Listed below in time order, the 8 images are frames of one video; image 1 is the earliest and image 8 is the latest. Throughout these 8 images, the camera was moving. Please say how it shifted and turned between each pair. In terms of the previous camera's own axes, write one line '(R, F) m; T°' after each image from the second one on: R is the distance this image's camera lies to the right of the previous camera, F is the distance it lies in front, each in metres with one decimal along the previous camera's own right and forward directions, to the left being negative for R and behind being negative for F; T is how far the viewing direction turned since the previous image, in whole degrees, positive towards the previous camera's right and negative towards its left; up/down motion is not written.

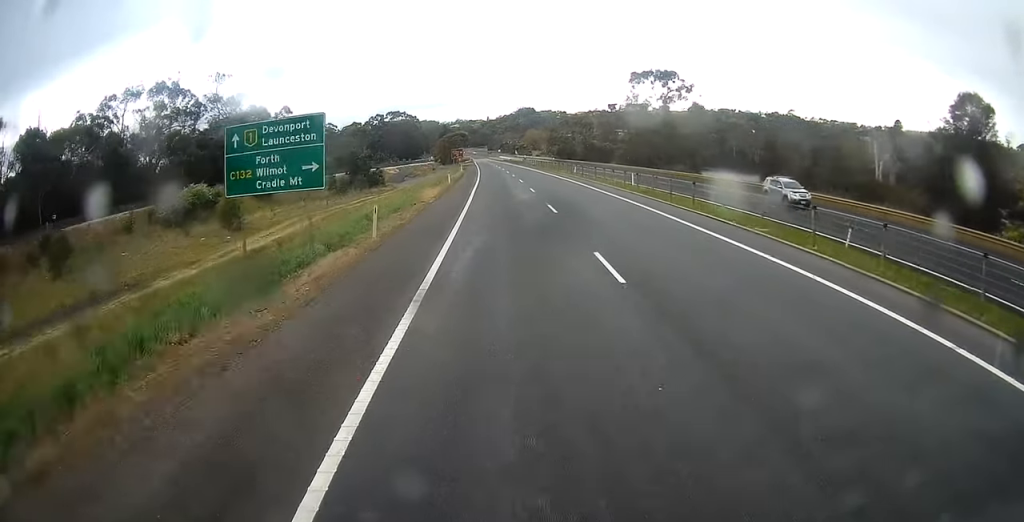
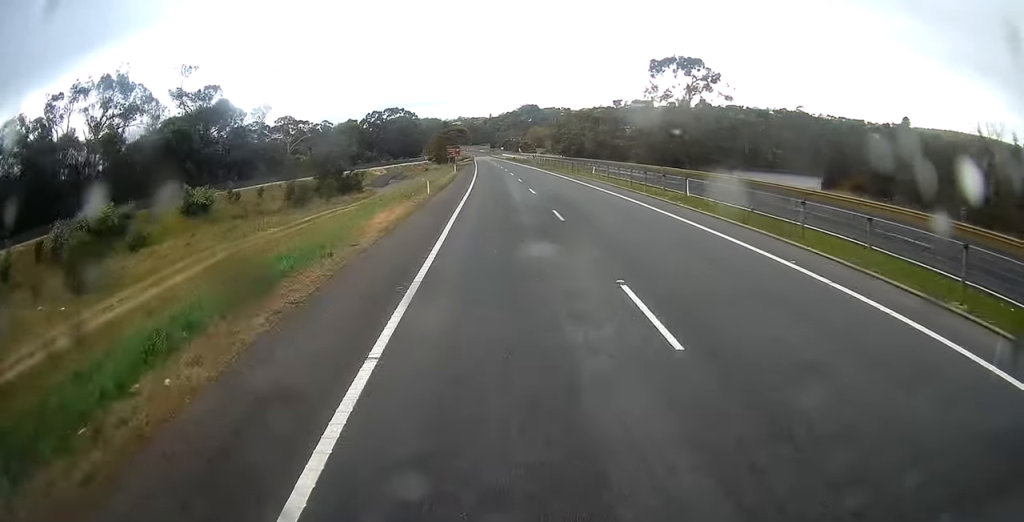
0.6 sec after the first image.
(0.0, +15.4) m; -1°
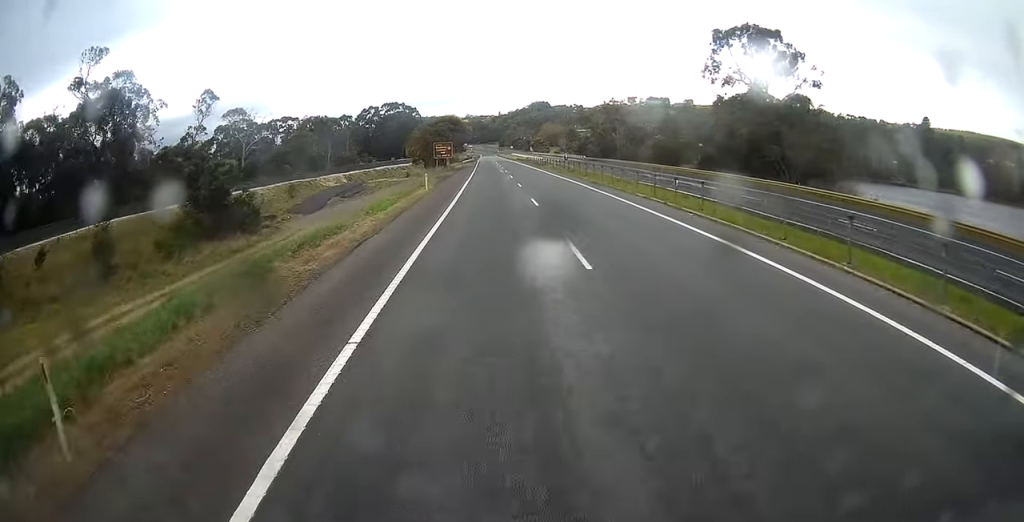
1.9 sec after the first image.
(-0.5, +31.4) m; -1°
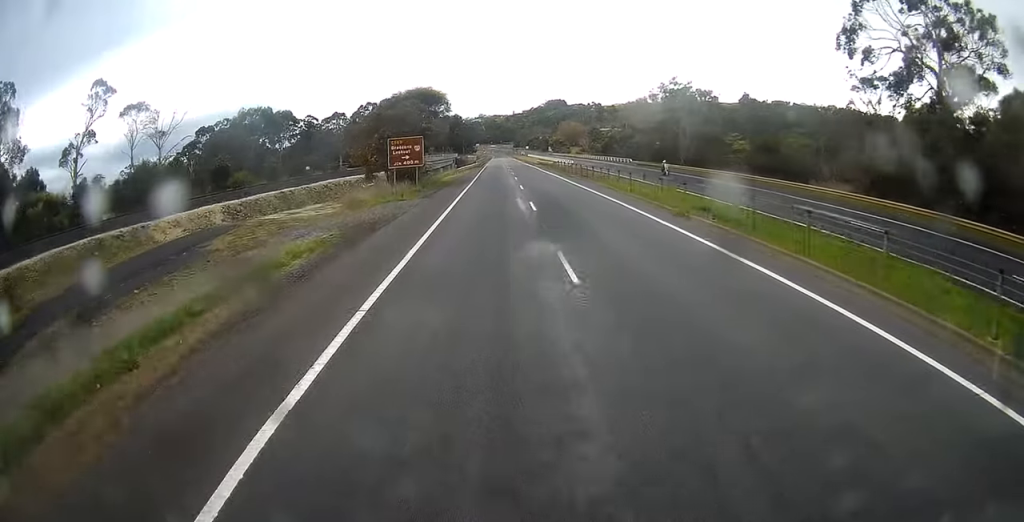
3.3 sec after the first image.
(-0.5, +36.0) m; -2°
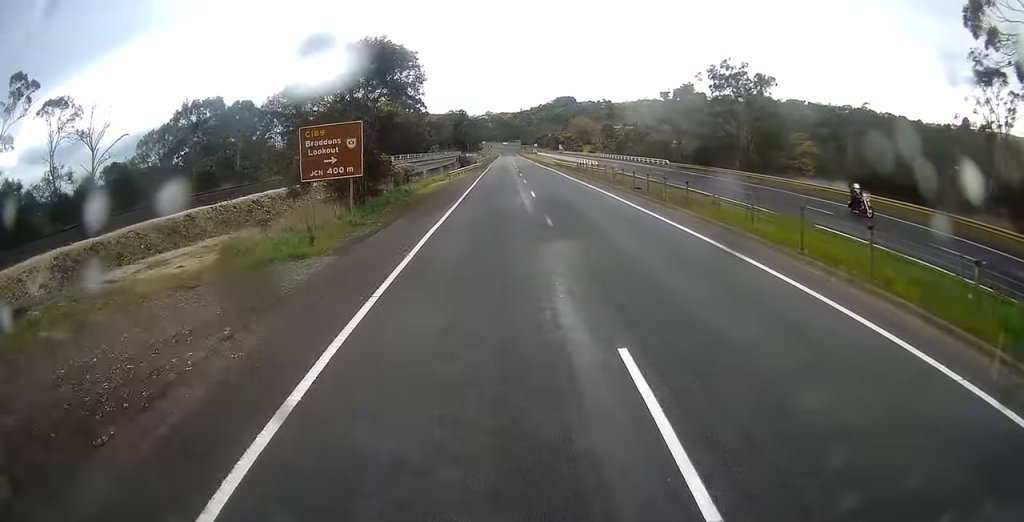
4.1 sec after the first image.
(-0.1, +18.4) m; 0°
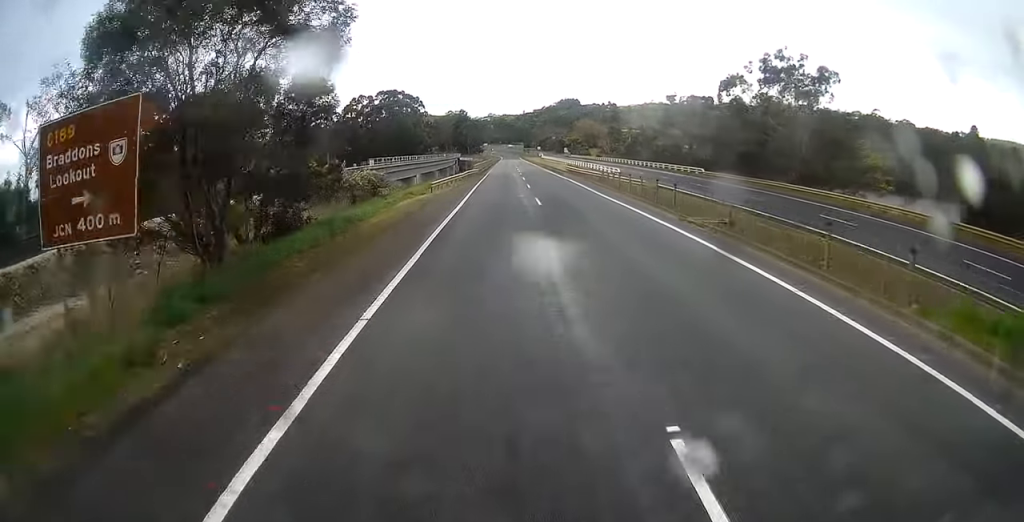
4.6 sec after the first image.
(0.0, +13.4) m; 0°
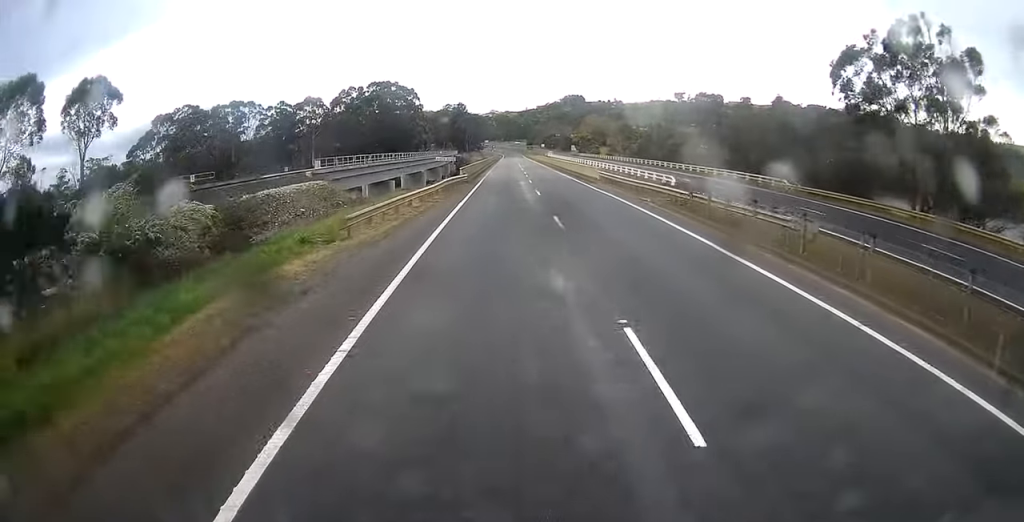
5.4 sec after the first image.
(-0.1, +20.3) m; 0°
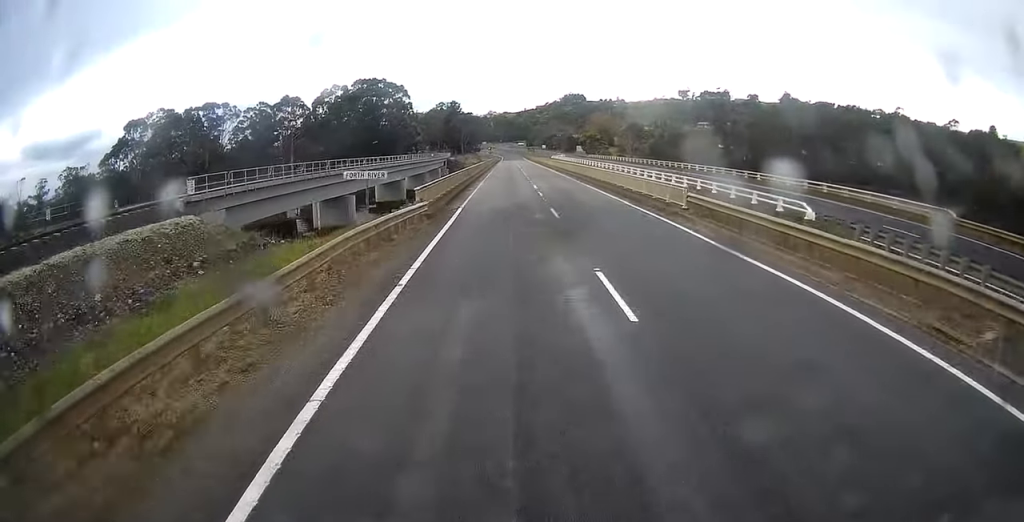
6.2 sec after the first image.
(+0.2, +20.5) m; 0°
